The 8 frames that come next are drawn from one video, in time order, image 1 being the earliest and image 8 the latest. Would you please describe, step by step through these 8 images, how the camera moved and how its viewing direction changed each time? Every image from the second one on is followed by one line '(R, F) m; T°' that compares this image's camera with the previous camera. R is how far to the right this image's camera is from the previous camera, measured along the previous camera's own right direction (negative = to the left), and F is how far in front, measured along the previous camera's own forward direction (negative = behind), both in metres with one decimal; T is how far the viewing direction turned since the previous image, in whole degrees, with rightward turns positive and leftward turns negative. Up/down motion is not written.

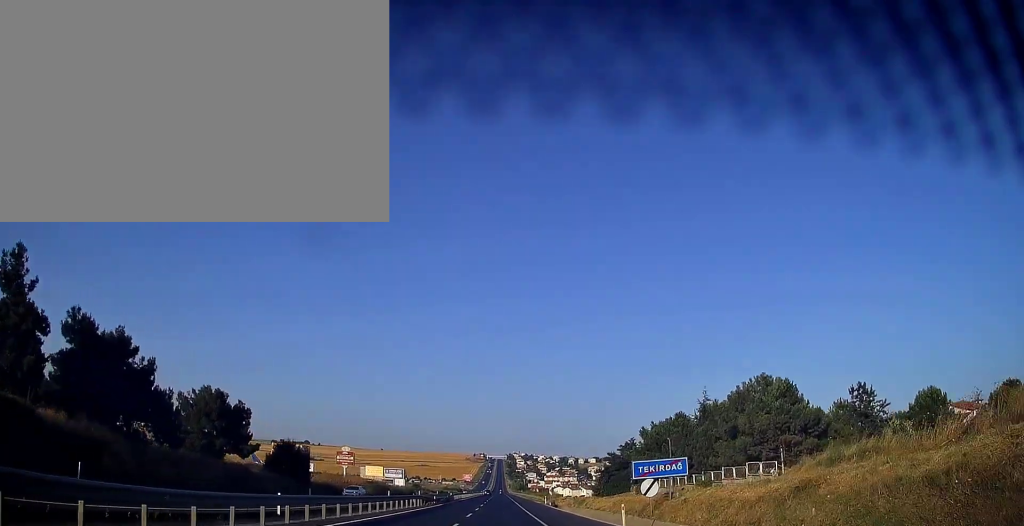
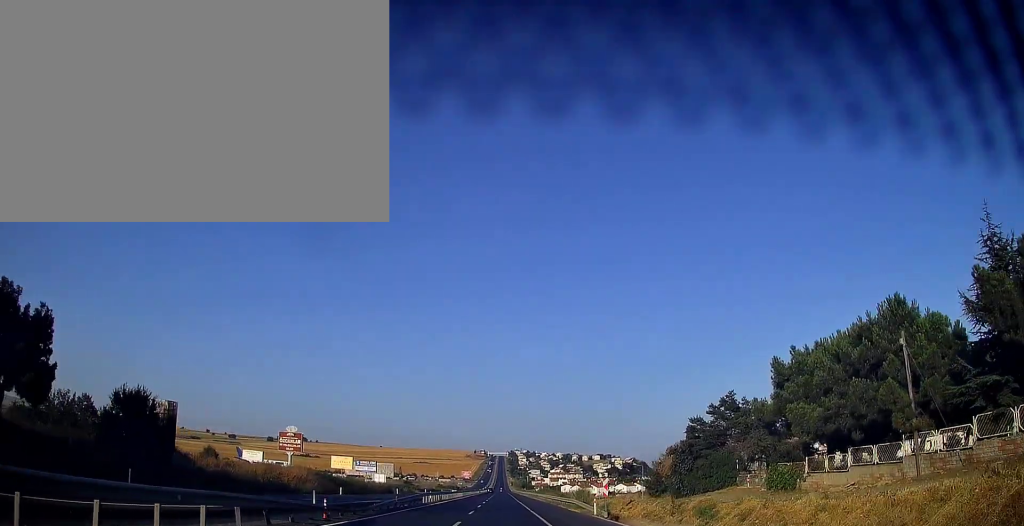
(0.0, +36.0) m; 0°
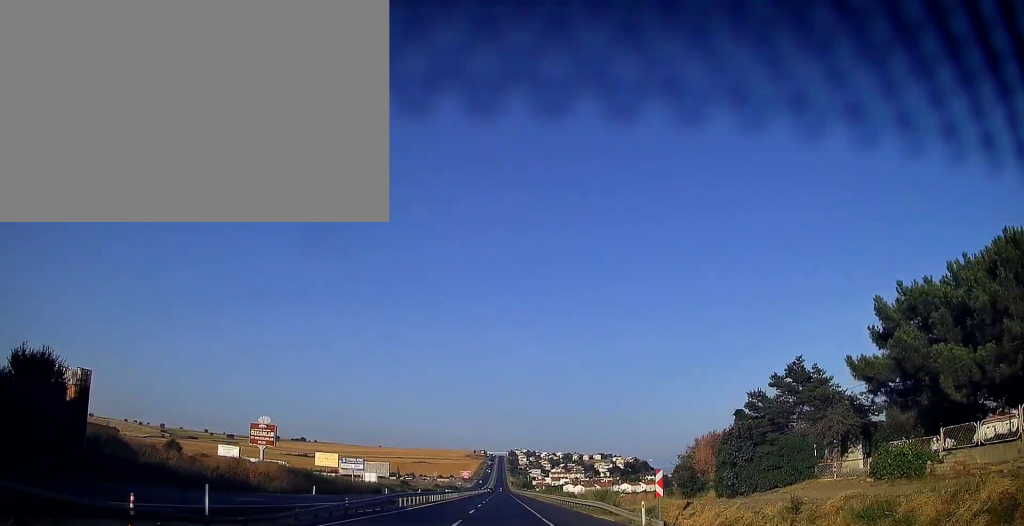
(0.0, +11.7) m; 0°
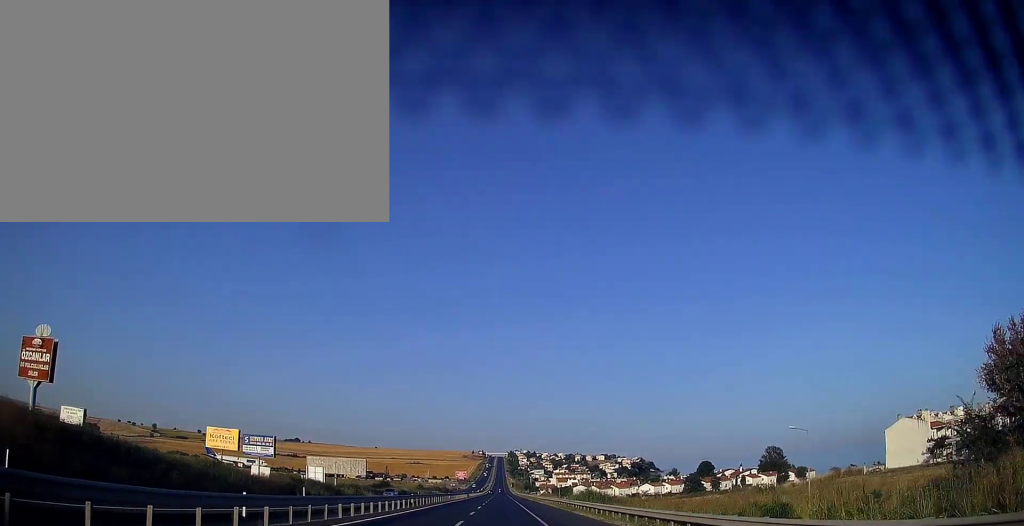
(0.0, +46.8) m; 0°
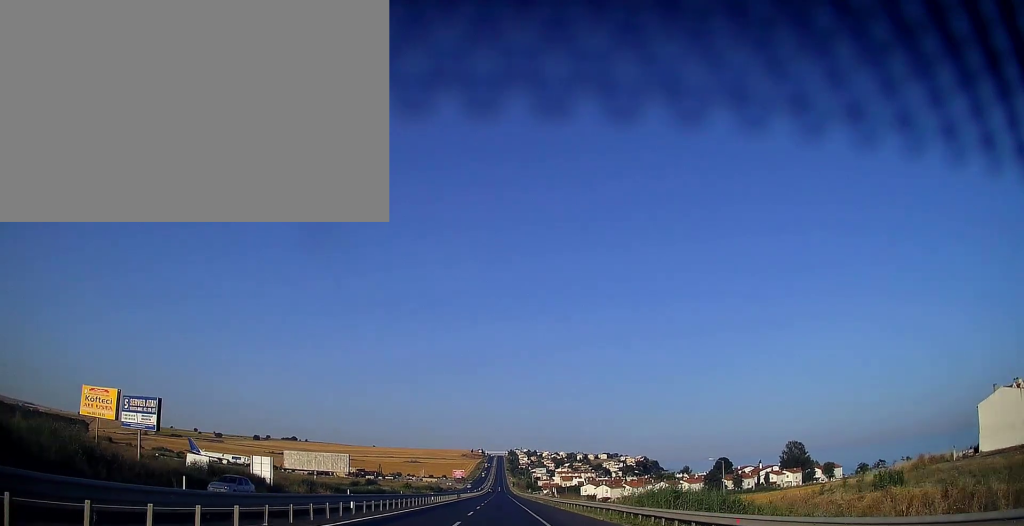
(0.0, +26.2) m; 0°
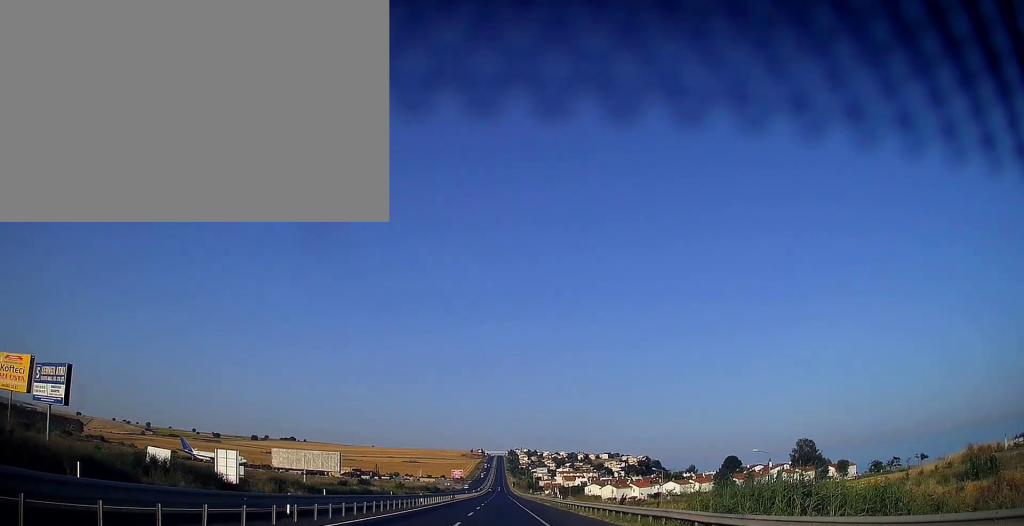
(0.0, +11.8) m; 0°
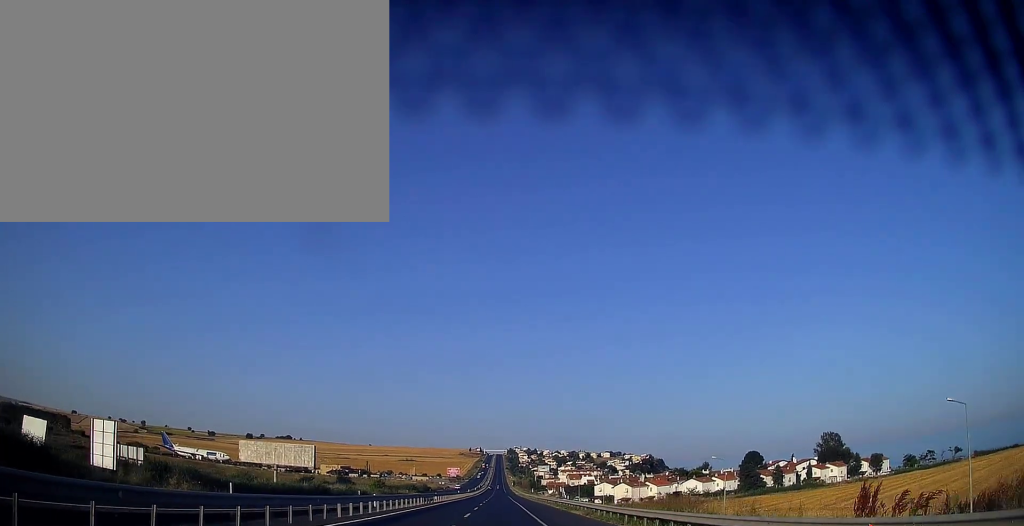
(0.0, +26.4) m; 0°
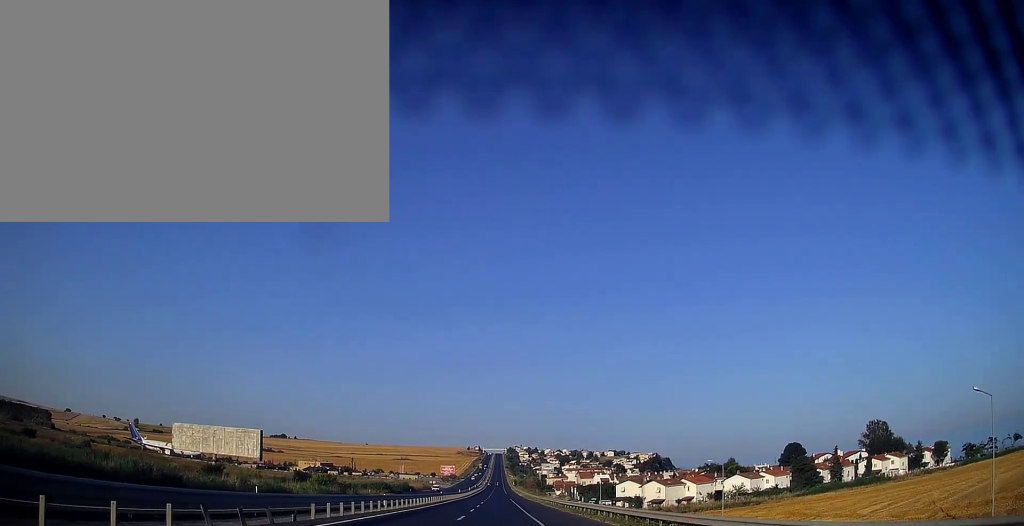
(0.0, +39.4) m; 0°
